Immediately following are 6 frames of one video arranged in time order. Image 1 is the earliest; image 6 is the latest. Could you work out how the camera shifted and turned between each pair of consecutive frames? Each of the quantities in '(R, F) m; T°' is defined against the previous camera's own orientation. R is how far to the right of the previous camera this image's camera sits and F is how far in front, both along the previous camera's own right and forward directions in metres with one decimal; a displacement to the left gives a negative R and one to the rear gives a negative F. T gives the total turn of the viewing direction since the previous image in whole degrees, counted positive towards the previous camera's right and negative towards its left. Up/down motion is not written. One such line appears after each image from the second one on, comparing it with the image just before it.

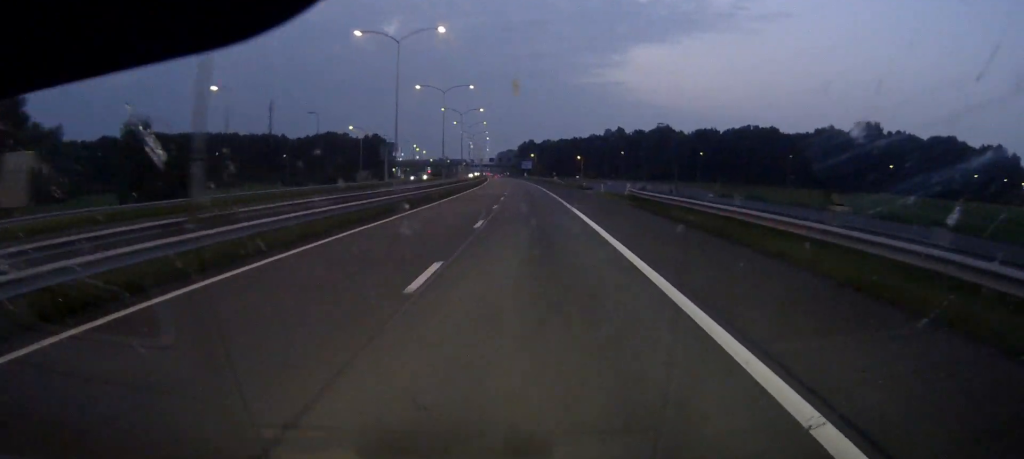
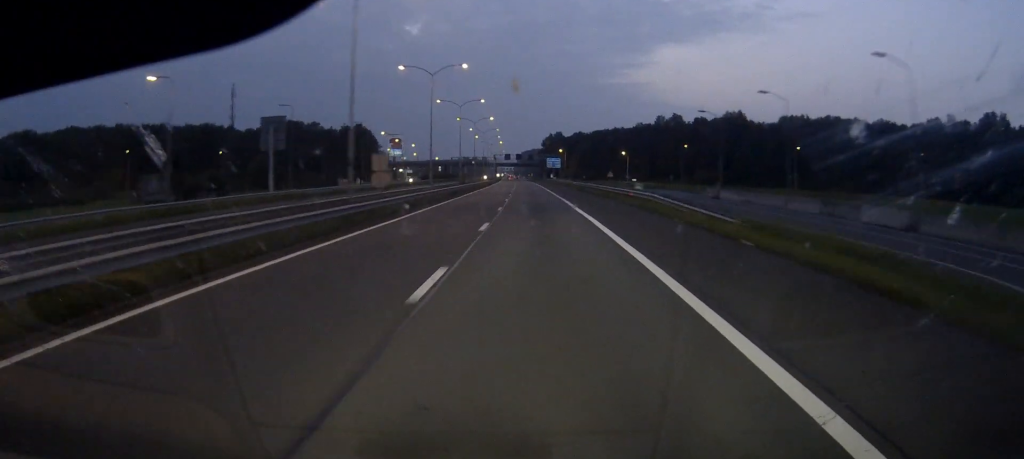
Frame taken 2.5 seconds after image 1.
(-1.1, +73.8) m; -2°
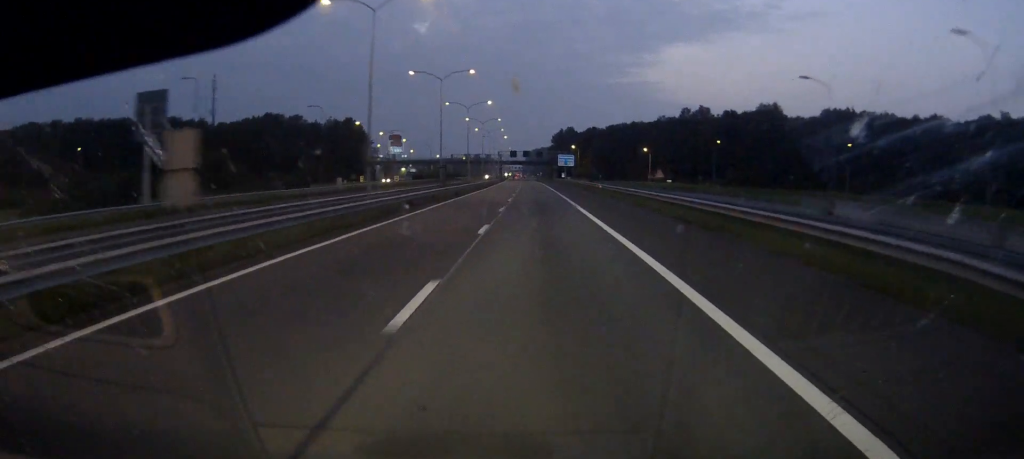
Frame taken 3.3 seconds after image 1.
(-0.1, +26.2) m; 0°
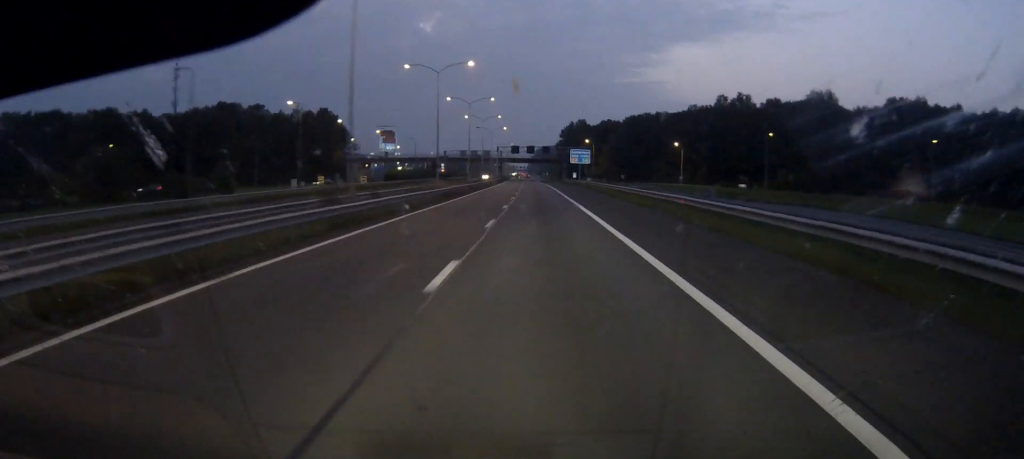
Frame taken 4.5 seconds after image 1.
(-0.2, +34.5) m; 0°
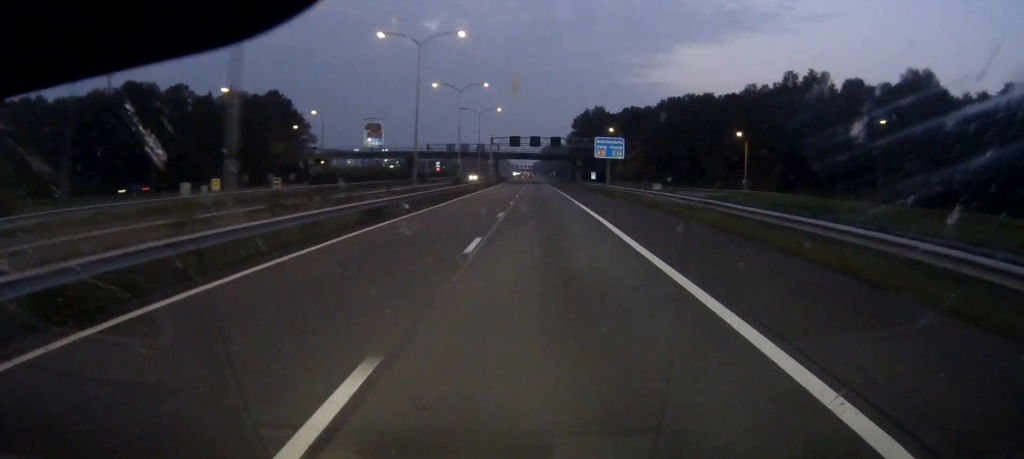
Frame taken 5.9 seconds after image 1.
(0.0, +44.0) m; 0°
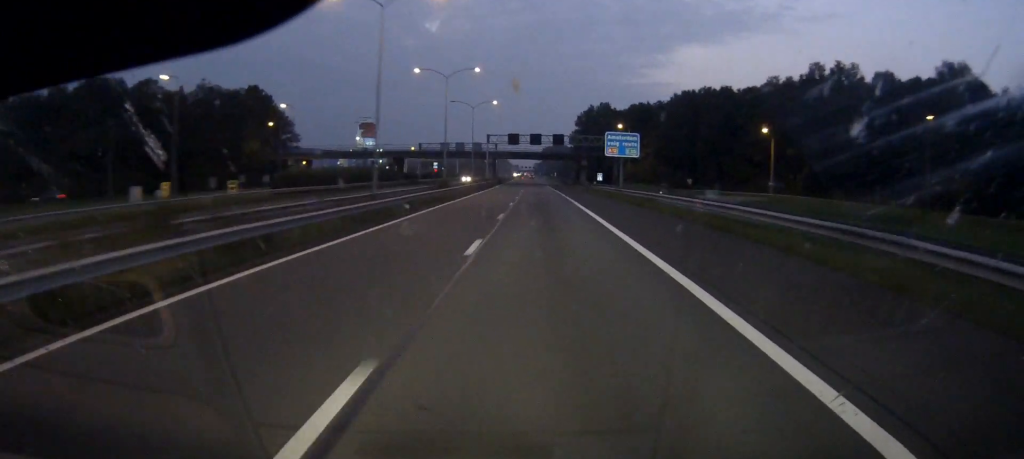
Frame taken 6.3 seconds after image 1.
(0.0, +12.3) m; 0°
